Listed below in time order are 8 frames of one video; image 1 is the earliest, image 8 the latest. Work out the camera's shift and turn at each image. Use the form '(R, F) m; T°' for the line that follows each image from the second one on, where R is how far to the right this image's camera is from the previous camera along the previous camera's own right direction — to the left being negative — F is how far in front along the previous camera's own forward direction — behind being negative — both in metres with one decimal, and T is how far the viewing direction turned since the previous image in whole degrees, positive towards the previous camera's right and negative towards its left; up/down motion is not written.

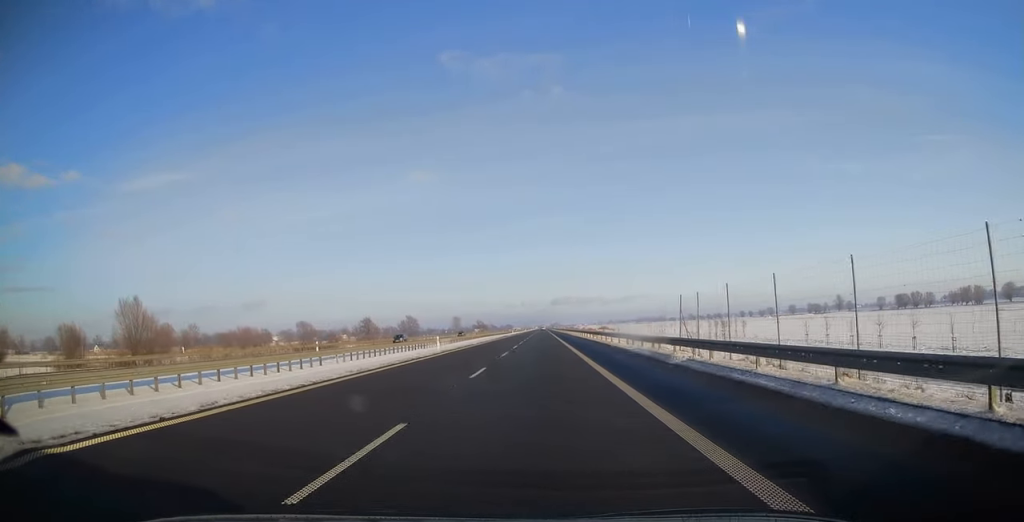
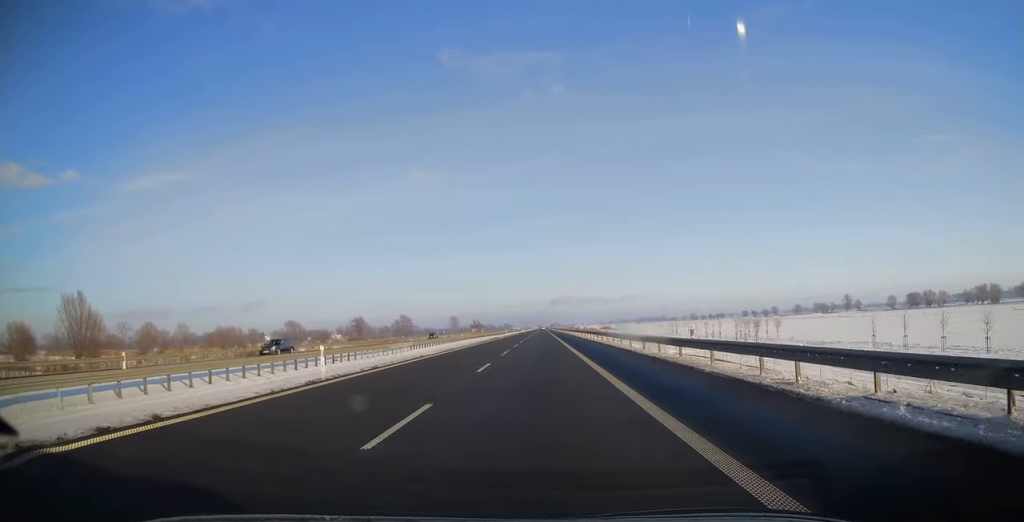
(+0.2, +21.8) m; 0°
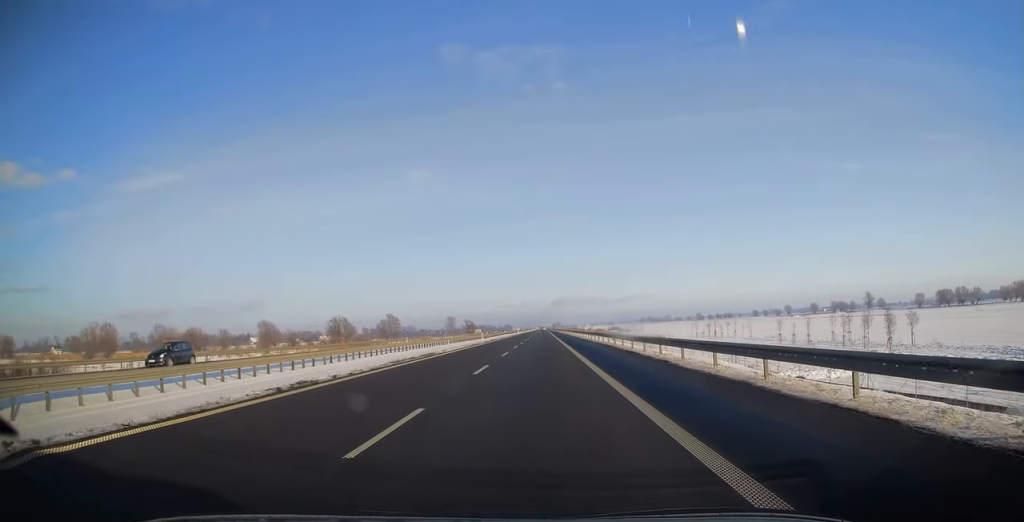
(-0.3, +48.3) m; -1°
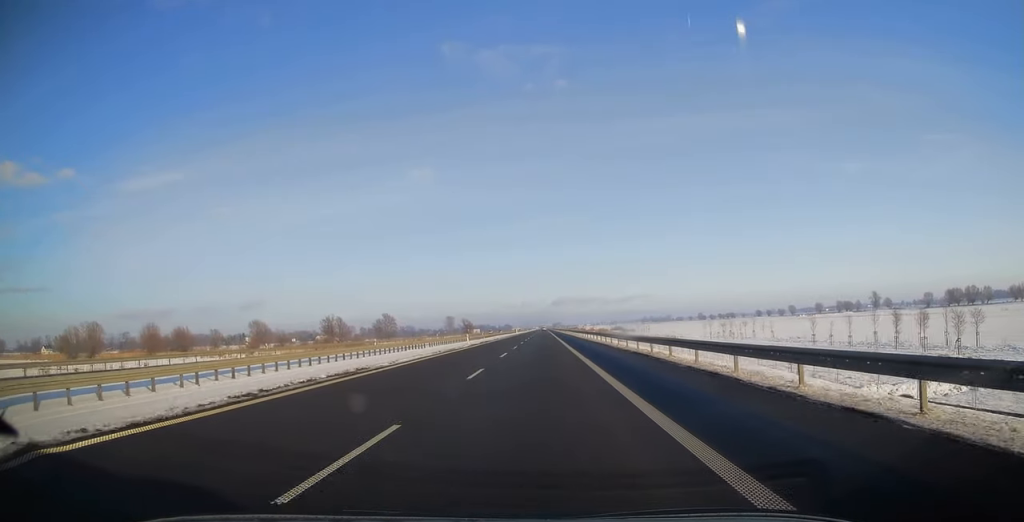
(0.0, +13.8) m; 0°
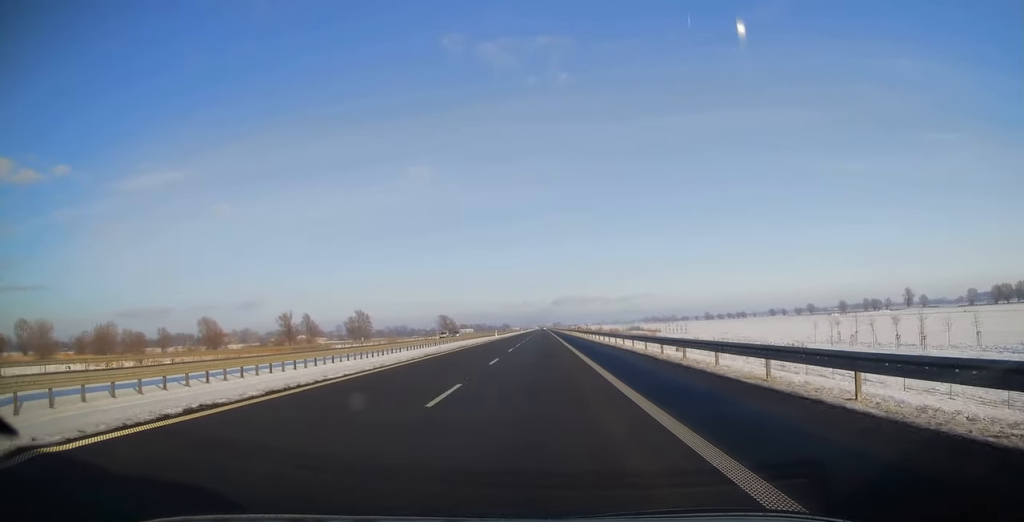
(+0.4, +65.9) m; 0°
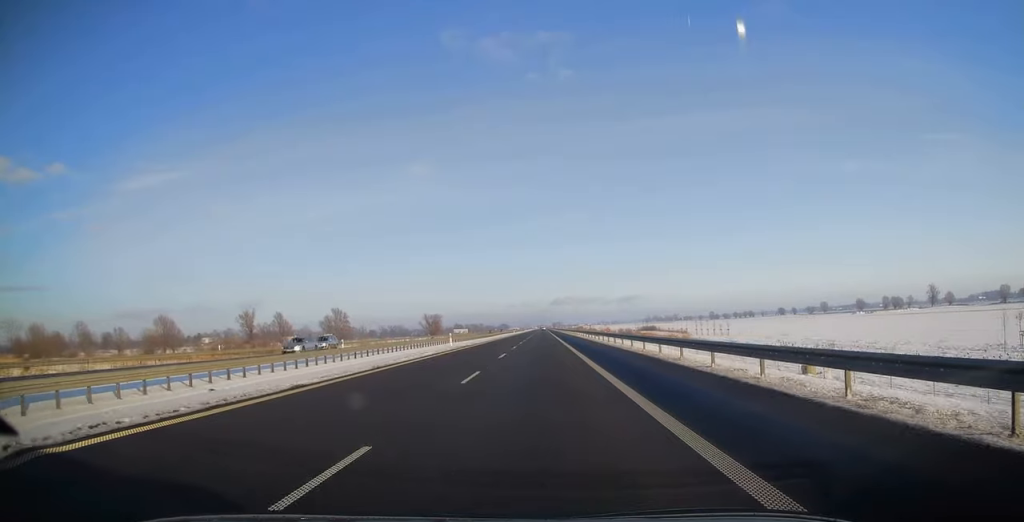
(-0.3, +43.6) m; 0°
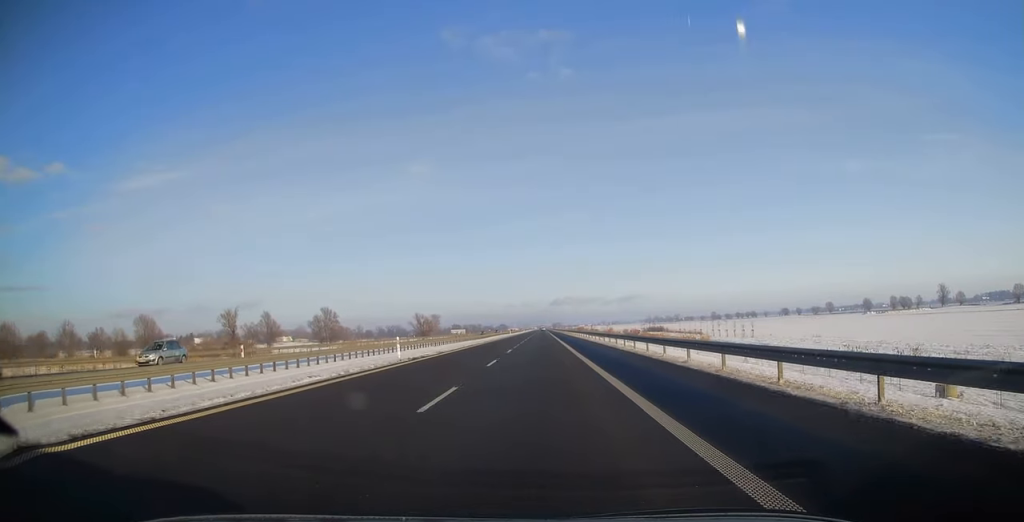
(+0.2, +17.0) m; 0°
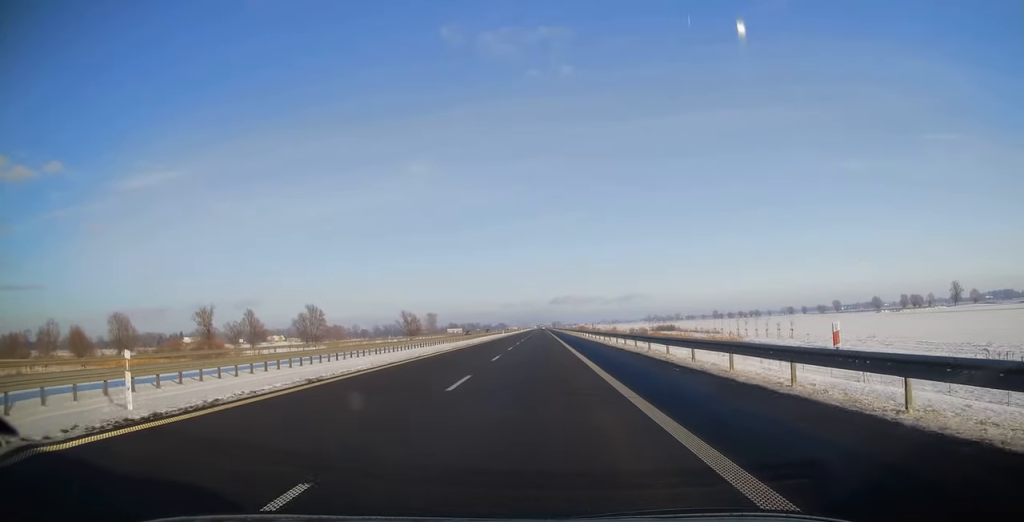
(+0.2, +20.7) m; 0°
